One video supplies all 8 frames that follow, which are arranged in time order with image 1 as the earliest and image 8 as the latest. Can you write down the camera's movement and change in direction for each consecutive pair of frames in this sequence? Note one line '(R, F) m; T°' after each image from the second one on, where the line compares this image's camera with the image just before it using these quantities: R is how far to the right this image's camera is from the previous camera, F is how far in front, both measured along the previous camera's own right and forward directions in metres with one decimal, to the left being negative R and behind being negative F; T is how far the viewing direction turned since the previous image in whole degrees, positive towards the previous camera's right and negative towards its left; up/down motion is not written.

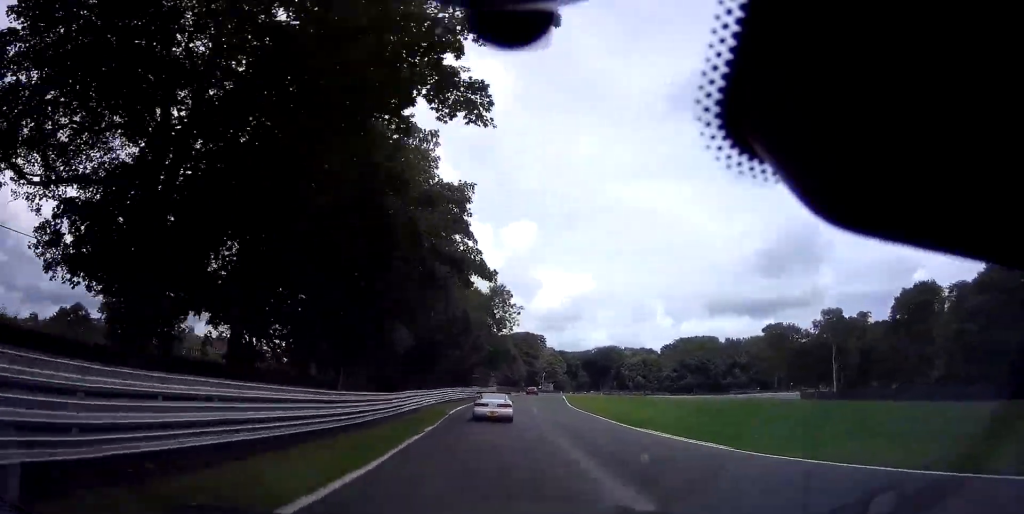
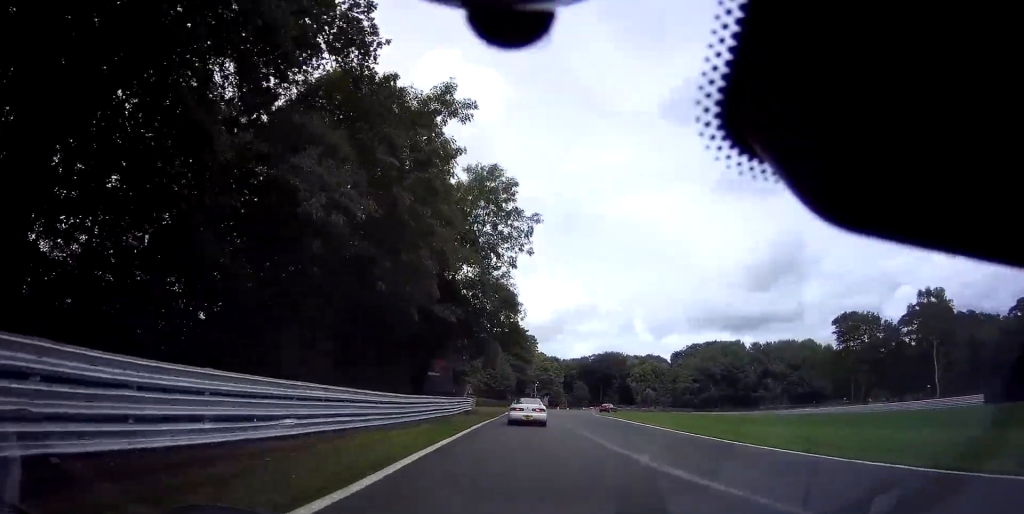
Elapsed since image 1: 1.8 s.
(-0.5, +42.4) m; +2°
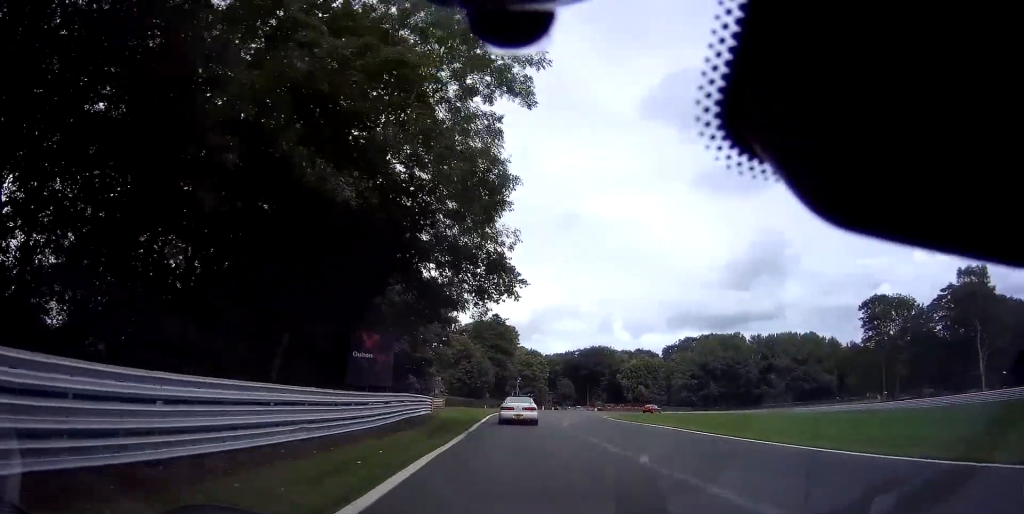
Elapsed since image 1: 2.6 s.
(+0.4, +17.1) m; +2°
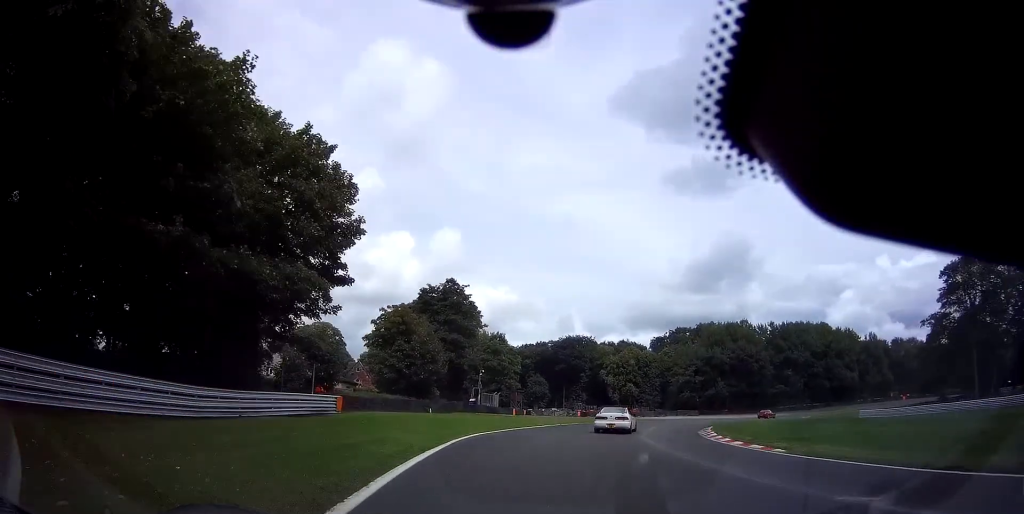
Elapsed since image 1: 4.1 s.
(+1.1, +31.6) m; +6°
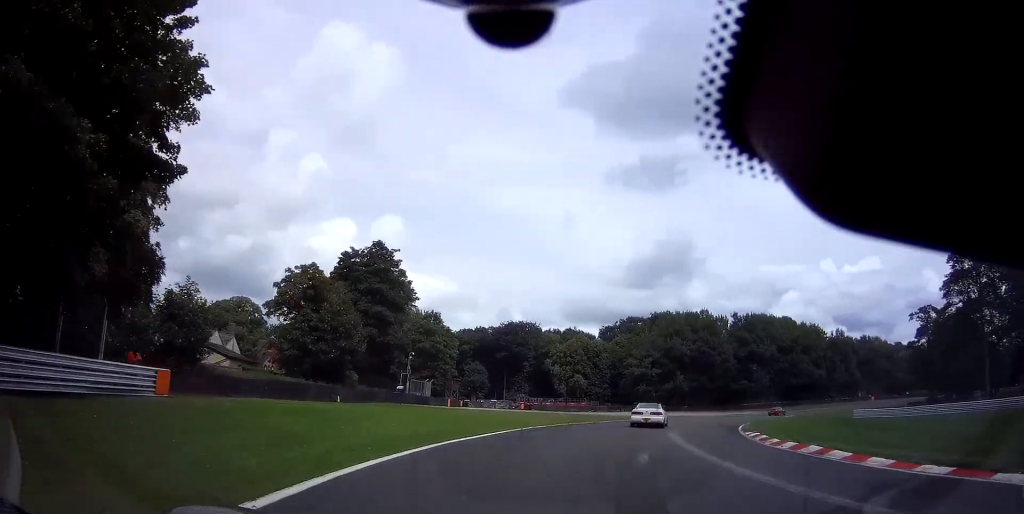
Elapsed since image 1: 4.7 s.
(+0.4, +13.2) m; +8°
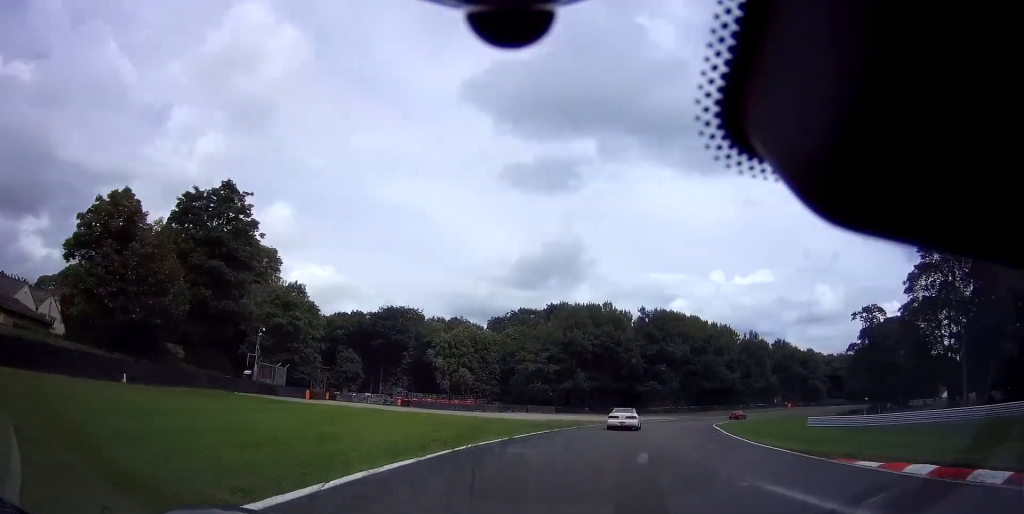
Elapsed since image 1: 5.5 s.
(+1.4, +14.2) m; +10°
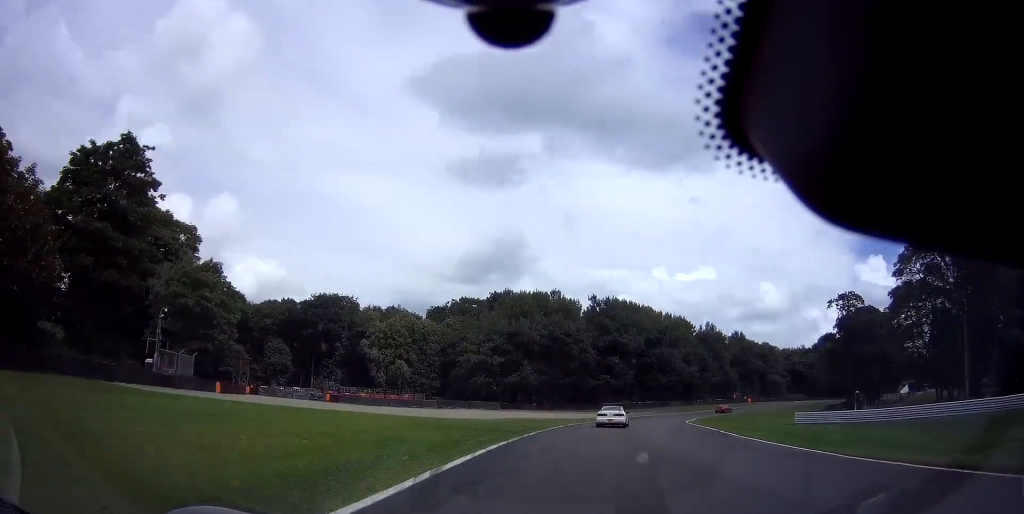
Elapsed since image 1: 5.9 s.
(+0.2, +8.4) m; +7°
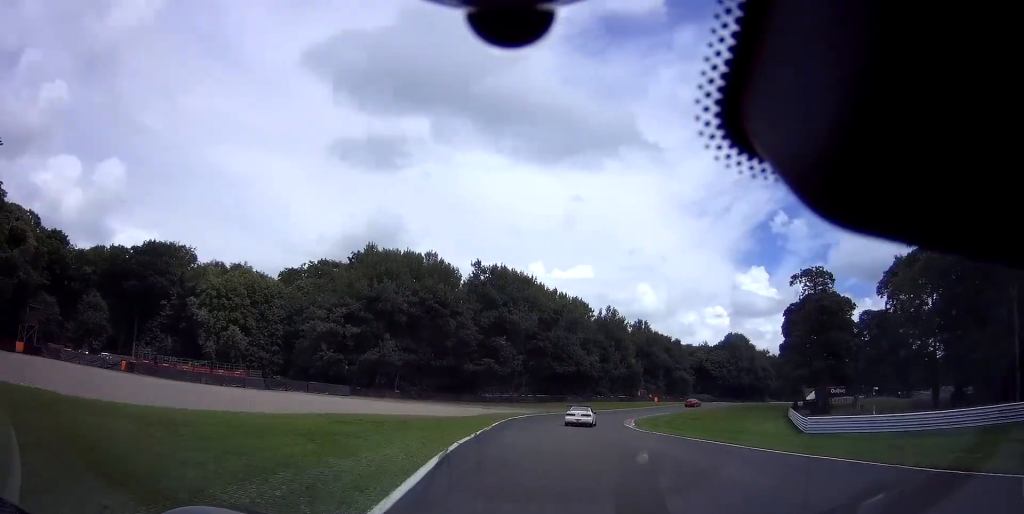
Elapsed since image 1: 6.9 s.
(+2.4, +21.1) m; +14°
